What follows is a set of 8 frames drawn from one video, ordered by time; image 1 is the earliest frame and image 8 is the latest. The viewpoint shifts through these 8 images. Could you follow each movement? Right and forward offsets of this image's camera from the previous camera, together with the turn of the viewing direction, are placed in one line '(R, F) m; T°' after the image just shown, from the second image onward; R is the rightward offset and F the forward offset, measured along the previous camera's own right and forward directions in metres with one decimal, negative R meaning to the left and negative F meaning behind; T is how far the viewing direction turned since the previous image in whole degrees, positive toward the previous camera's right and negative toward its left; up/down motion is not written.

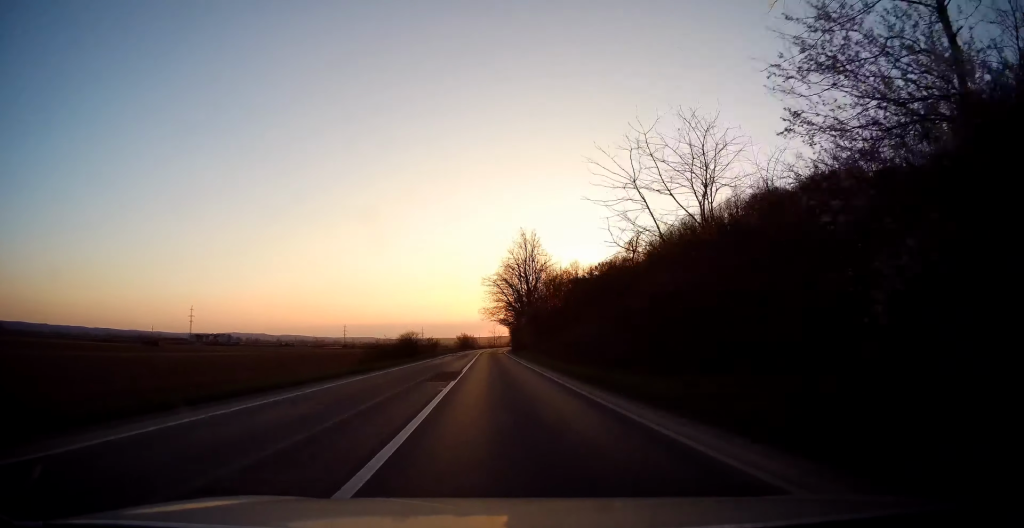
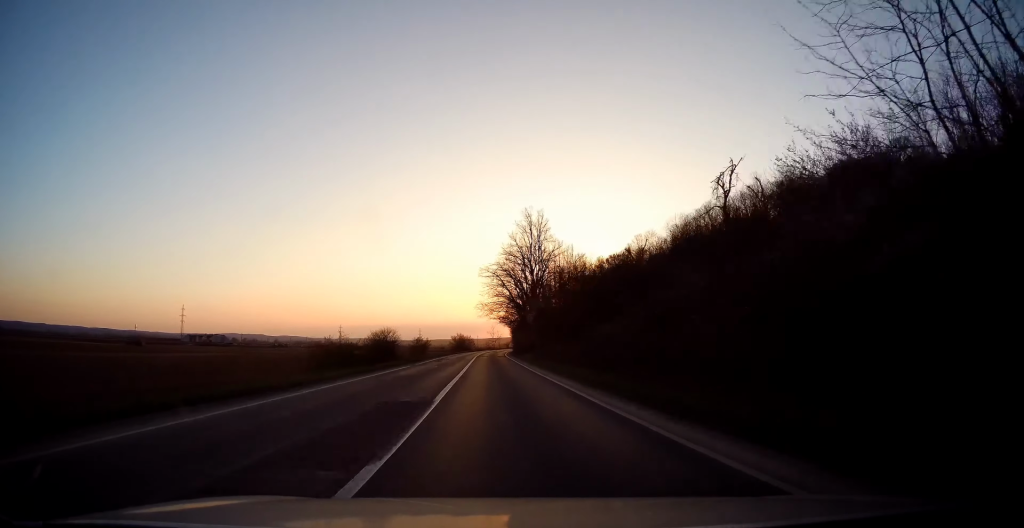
(-0.3, +12.5) m; -1°
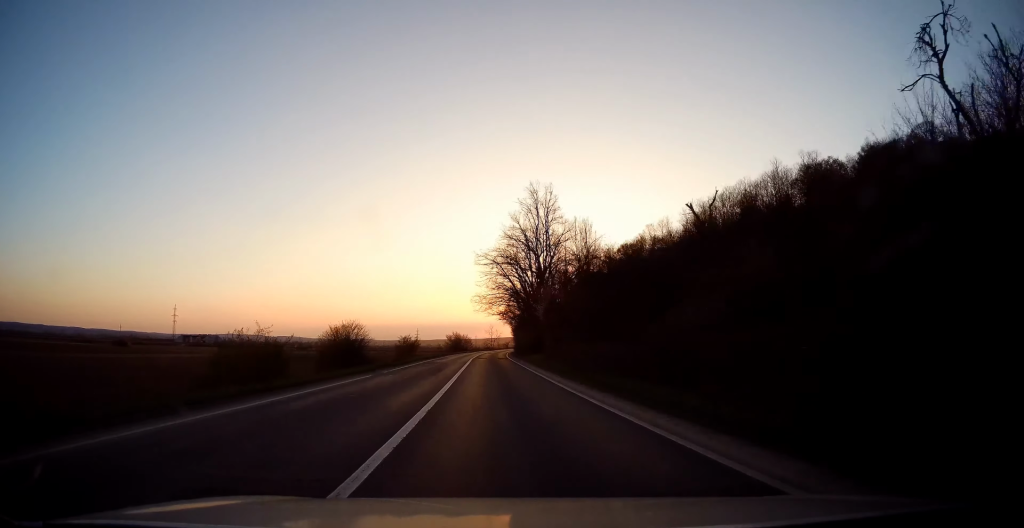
(-0.1, +10.7) m; 0°
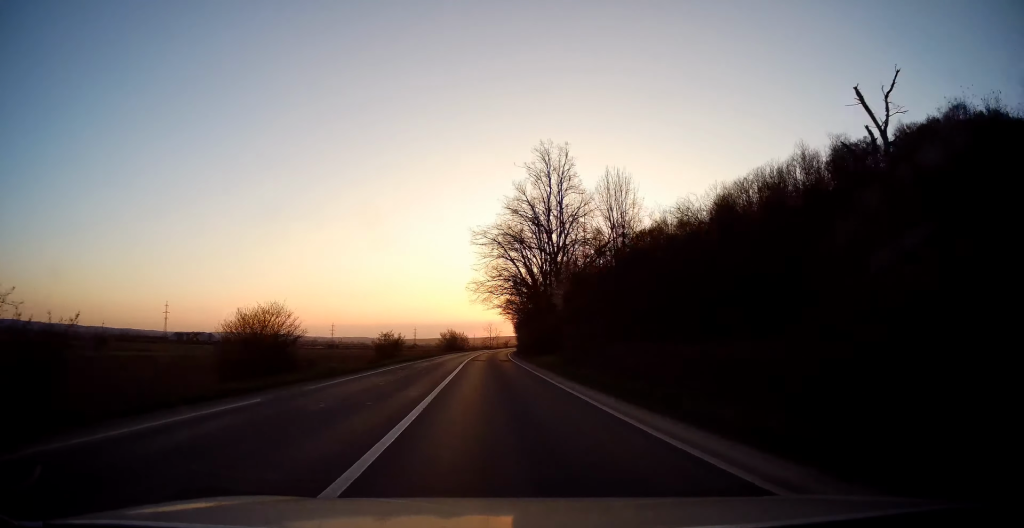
(0.0, +11.6) m; 0°
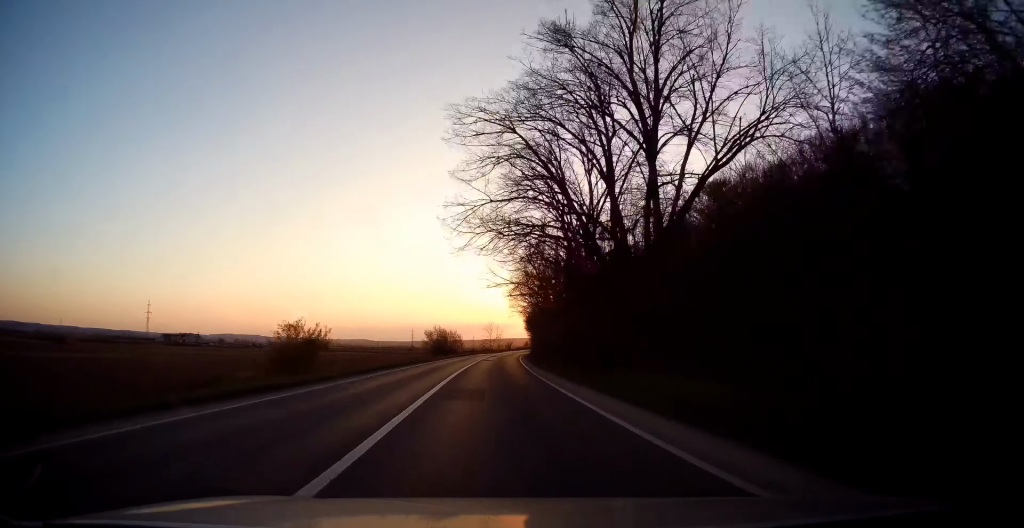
(+0.2, +26.9) m; +1°
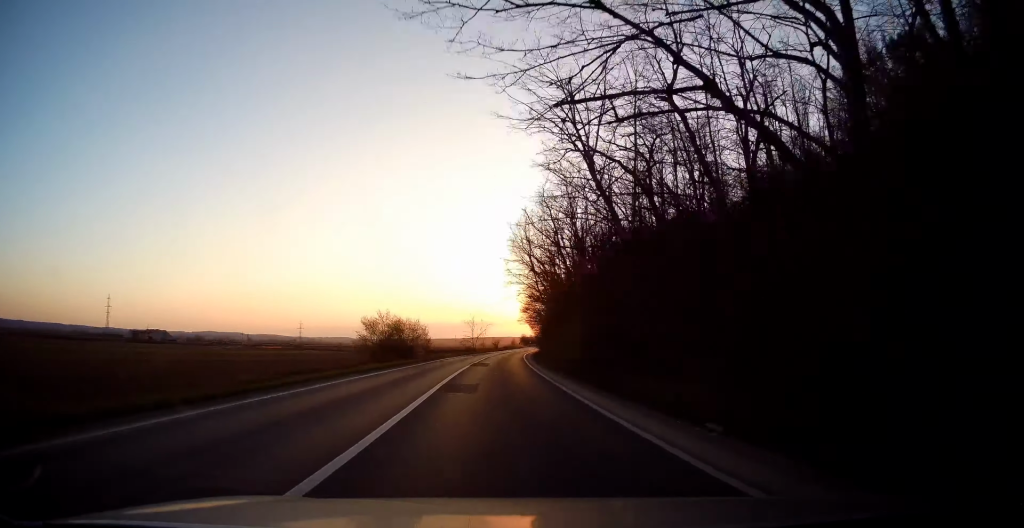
(+0.4, +32.5) m; +1°
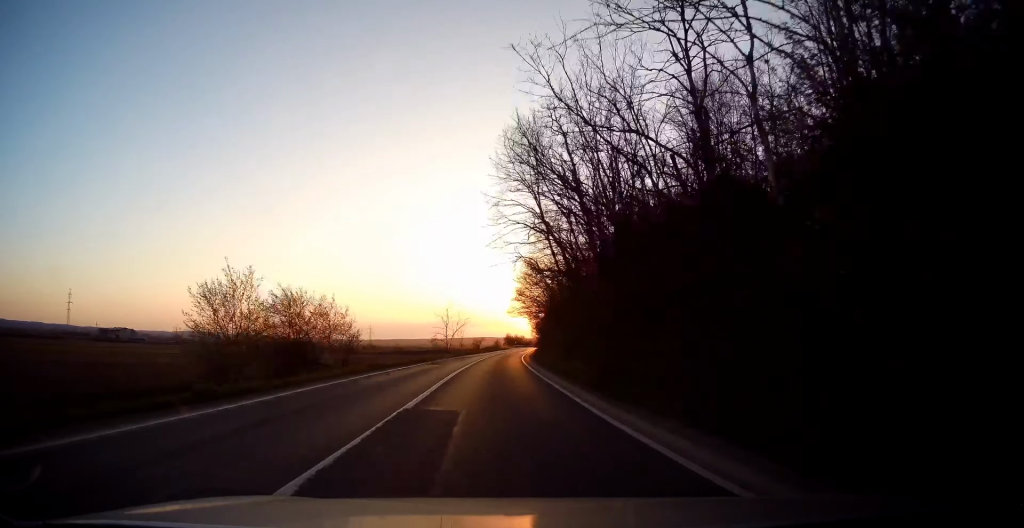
(+0.3, +26.4) m; +2°
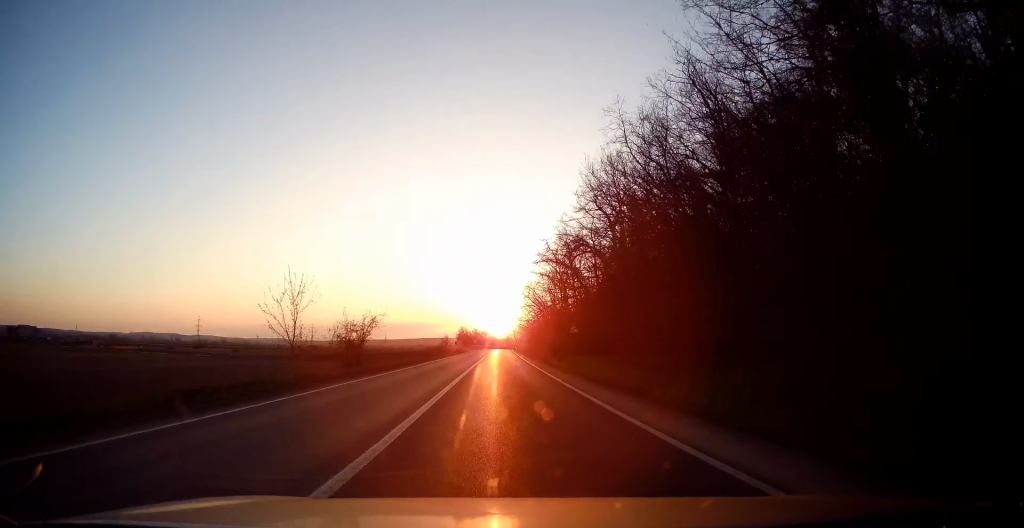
(+3.3, +79.7) m; +5°
